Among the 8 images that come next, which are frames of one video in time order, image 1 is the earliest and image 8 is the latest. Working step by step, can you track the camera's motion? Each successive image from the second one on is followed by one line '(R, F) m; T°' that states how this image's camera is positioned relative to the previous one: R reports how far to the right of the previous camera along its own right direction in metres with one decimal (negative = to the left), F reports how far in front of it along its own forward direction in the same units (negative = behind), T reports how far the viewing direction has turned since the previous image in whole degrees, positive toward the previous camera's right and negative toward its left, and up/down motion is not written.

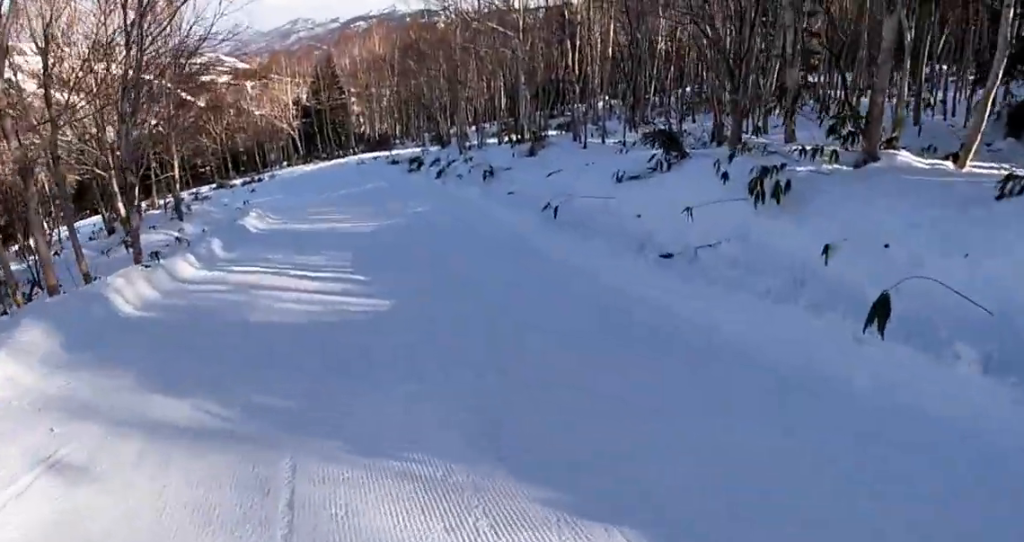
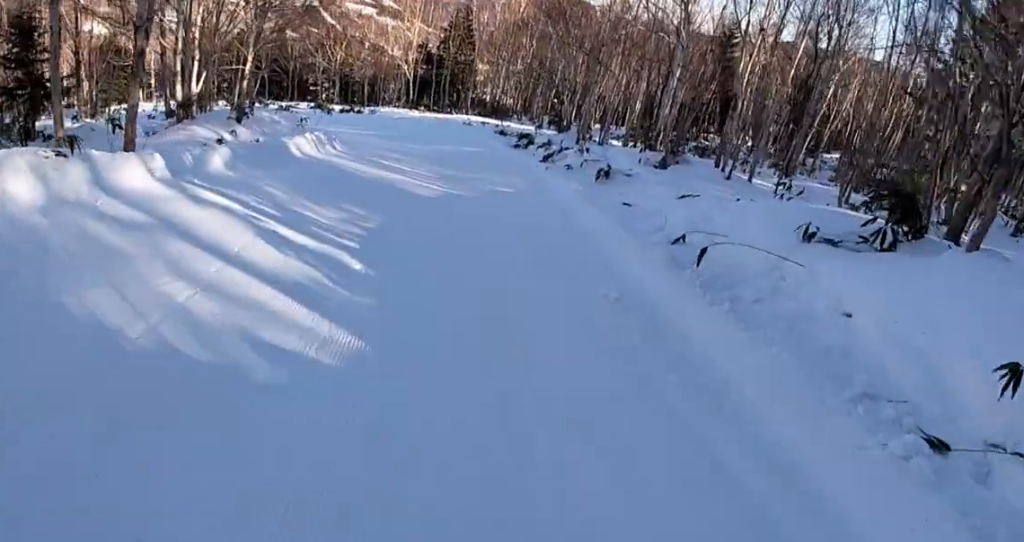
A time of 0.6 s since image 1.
(+0.1, +3.5) m; -3°
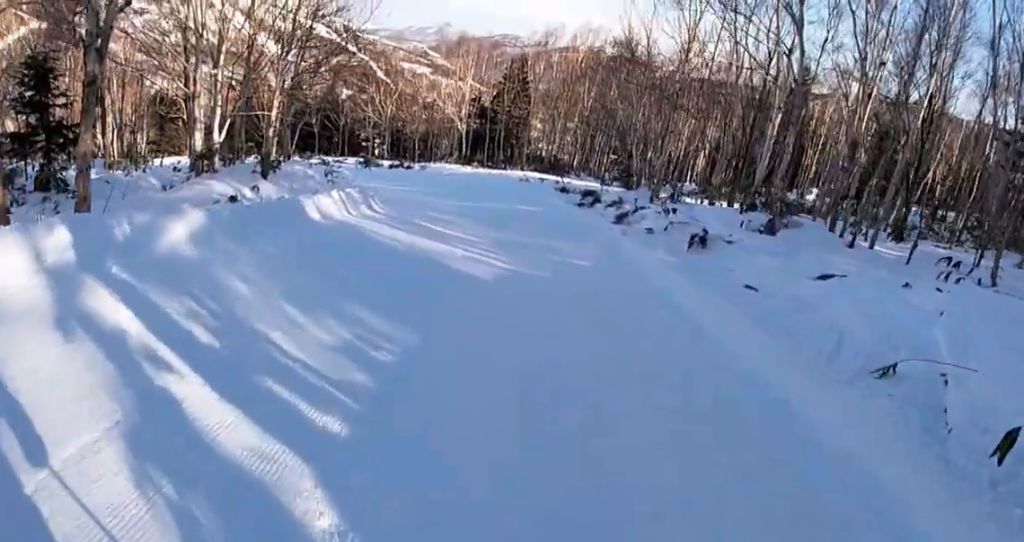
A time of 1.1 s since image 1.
(0.0, +3.3) m; -7°
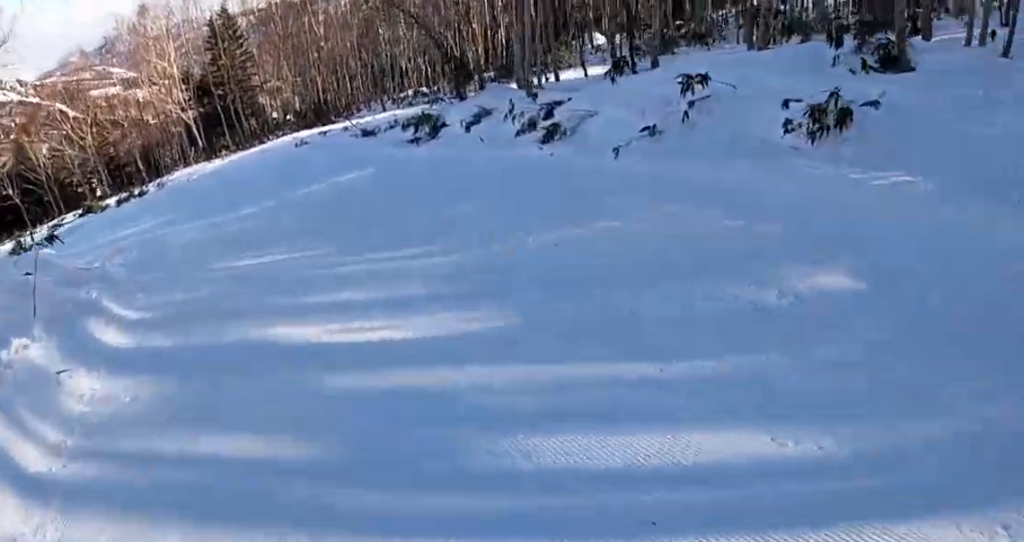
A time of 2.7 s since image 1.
(-0.5, +10.2) m; +4°
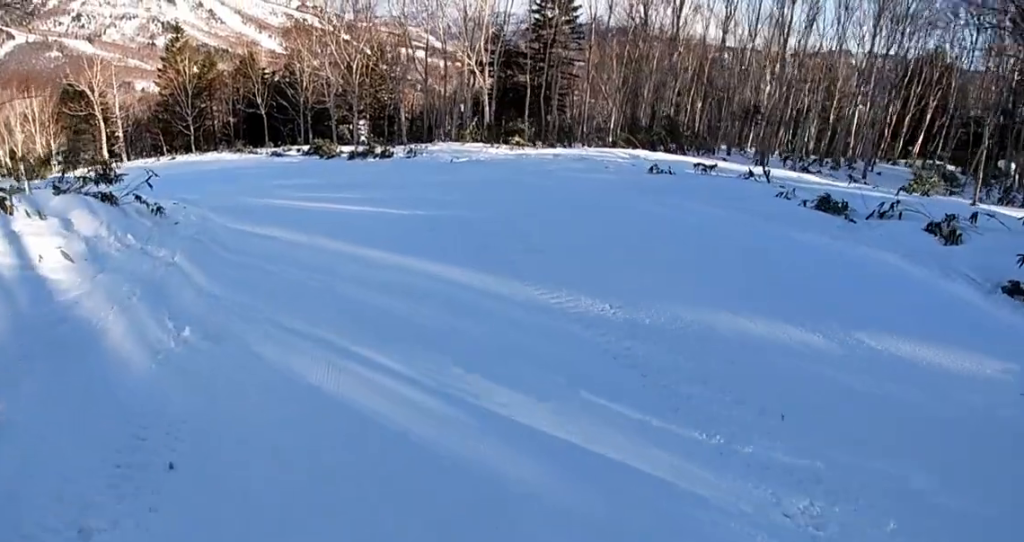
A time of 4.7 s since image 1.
(-0.2, +13.1) m; -11°
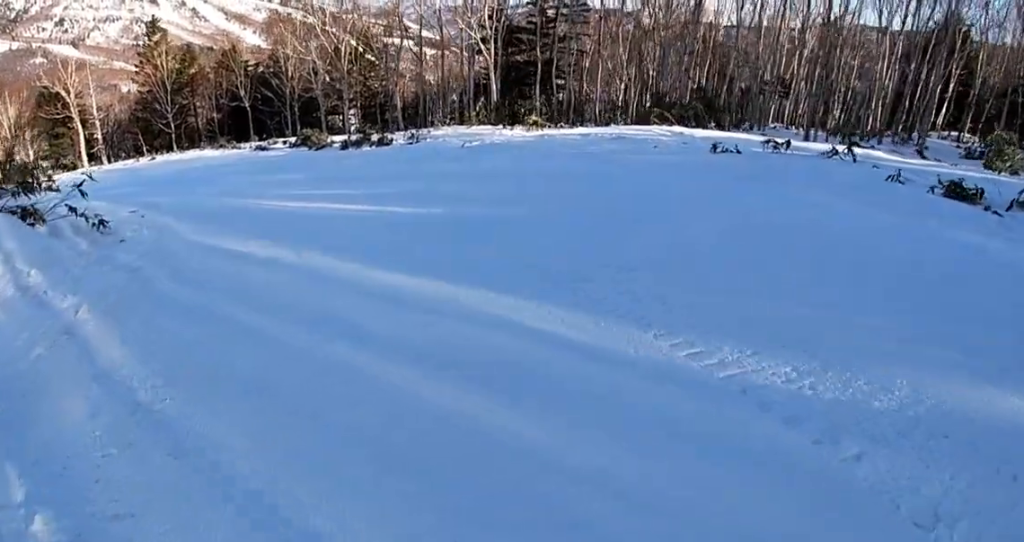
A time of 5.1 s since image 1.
(-0.3, +2.9) m; -4°
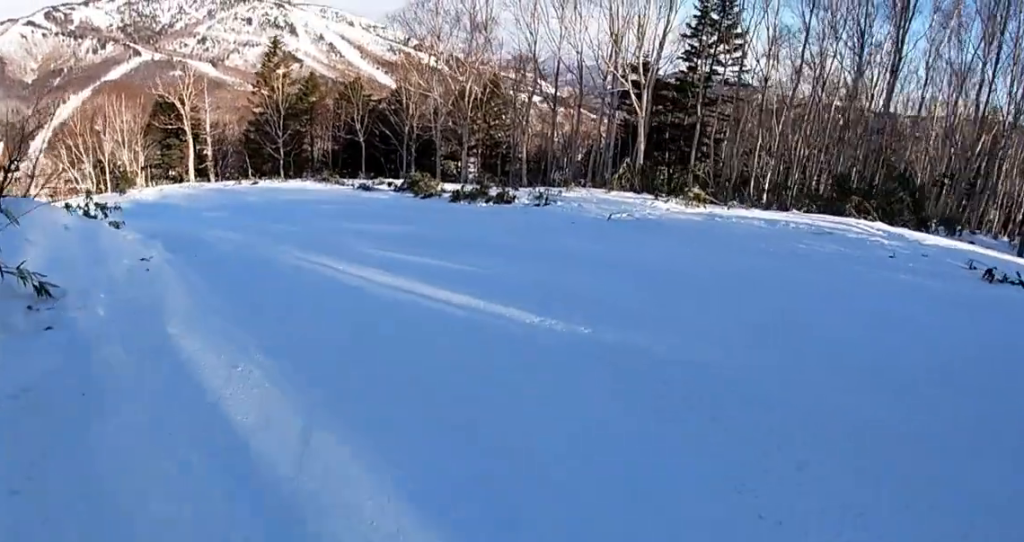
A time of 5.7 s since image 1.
(-0.1, +4.4) m; -2°
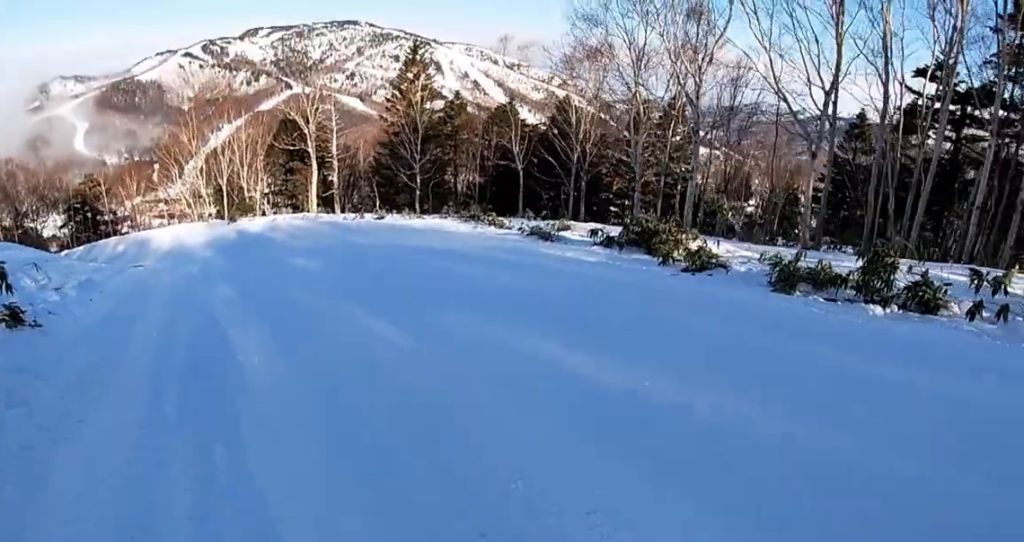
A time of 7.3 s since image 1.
(-0.1, +10.5) m; -10°
